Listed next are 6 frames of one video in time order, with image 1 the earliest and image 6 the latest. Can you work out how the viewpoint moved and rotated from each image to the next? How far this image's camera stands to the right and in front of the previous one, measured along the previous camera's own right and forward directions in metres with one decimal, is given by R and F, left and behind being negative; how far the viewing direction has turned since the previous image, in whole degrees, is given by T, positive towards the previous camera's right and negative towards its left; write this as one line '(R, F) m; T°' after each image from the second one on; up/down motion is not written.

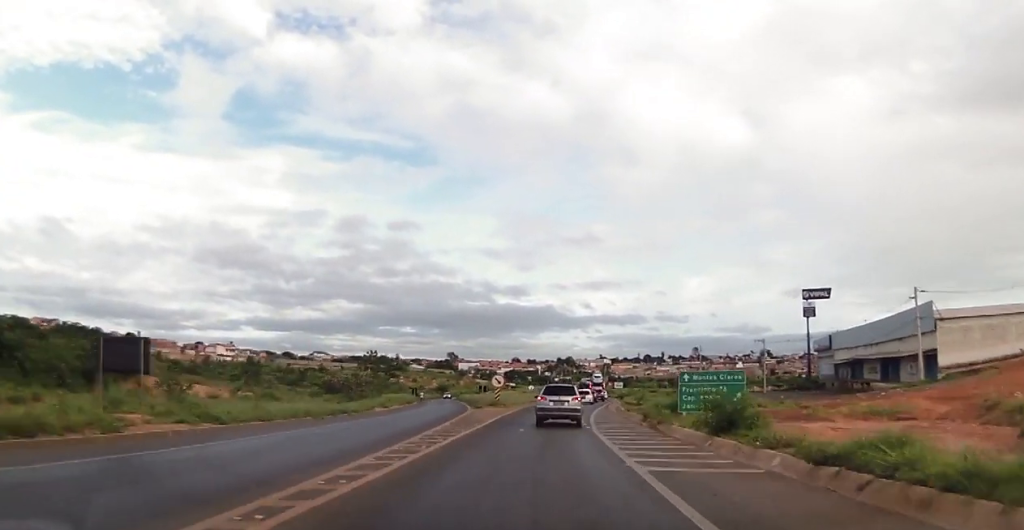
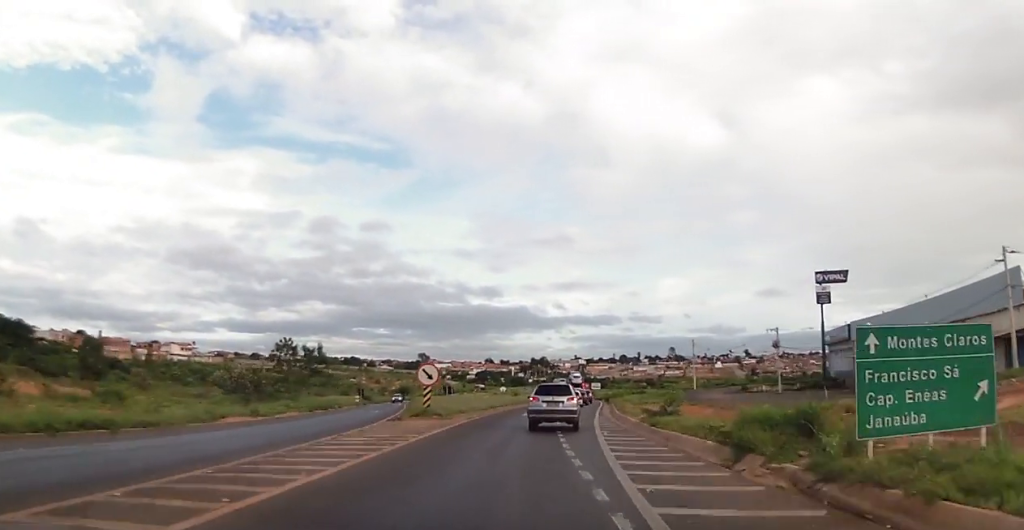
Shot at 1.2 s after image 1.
(+0.4, +19.8) m; +2°
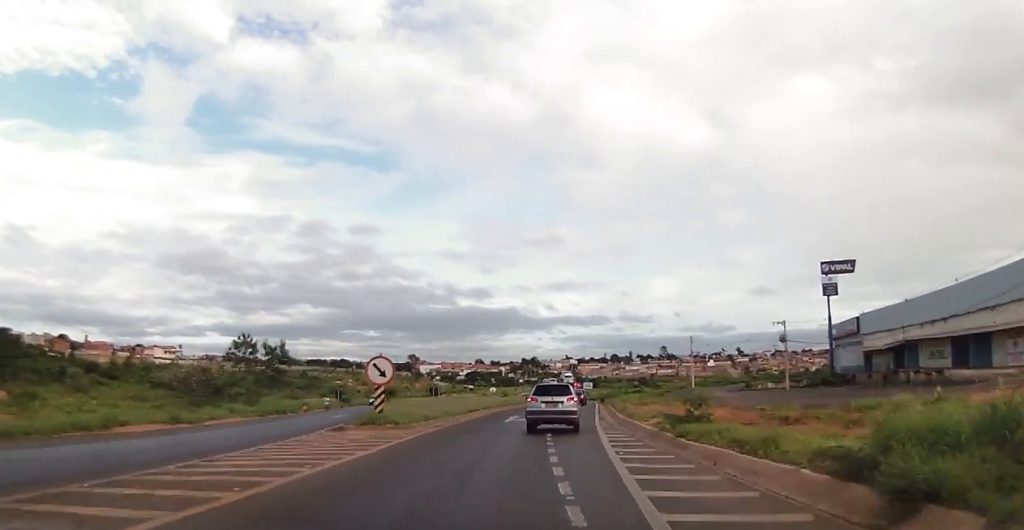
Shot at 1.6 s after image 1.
(0.0, +6.8) m; +1°
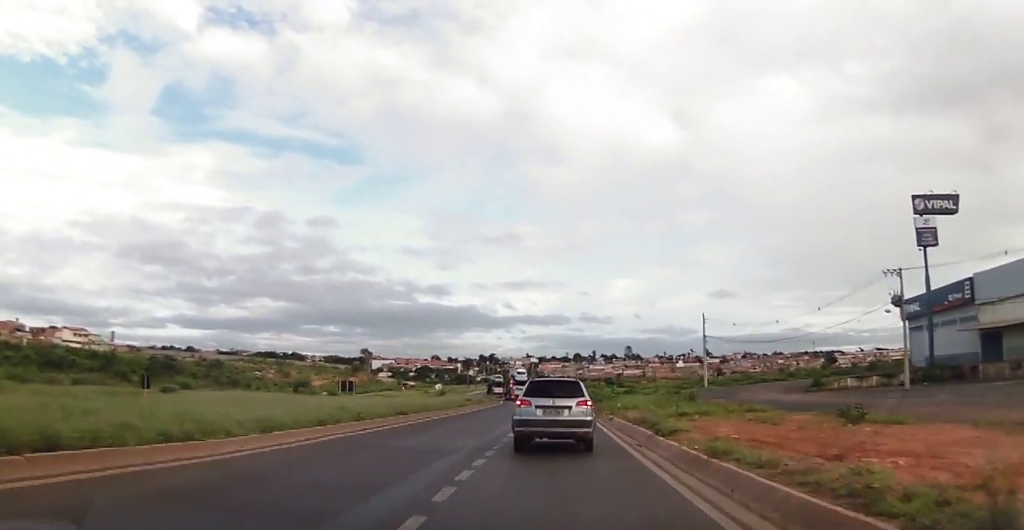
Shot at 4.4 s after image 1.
(+1.3, +40.7) m; +2°
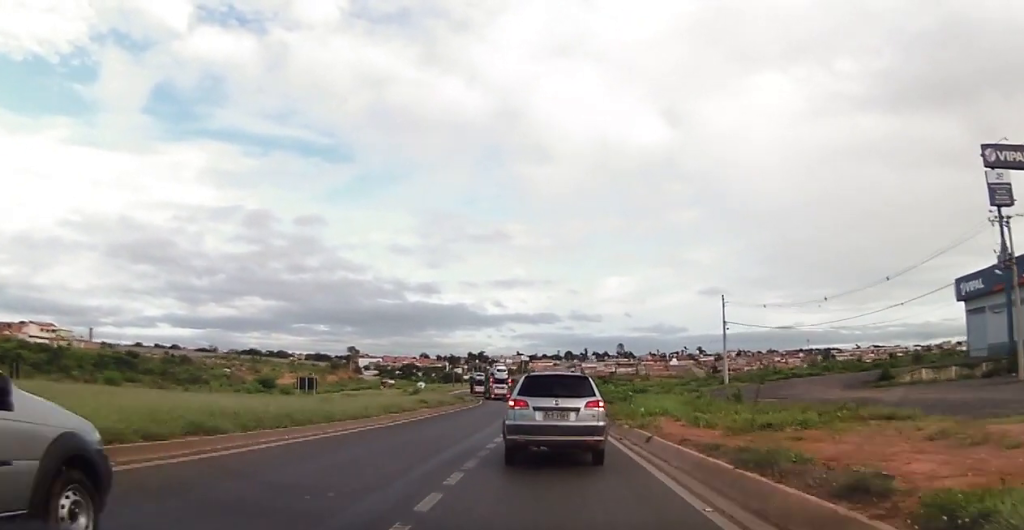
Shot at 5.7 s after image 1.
(+0.2, +16.1) m; +2°
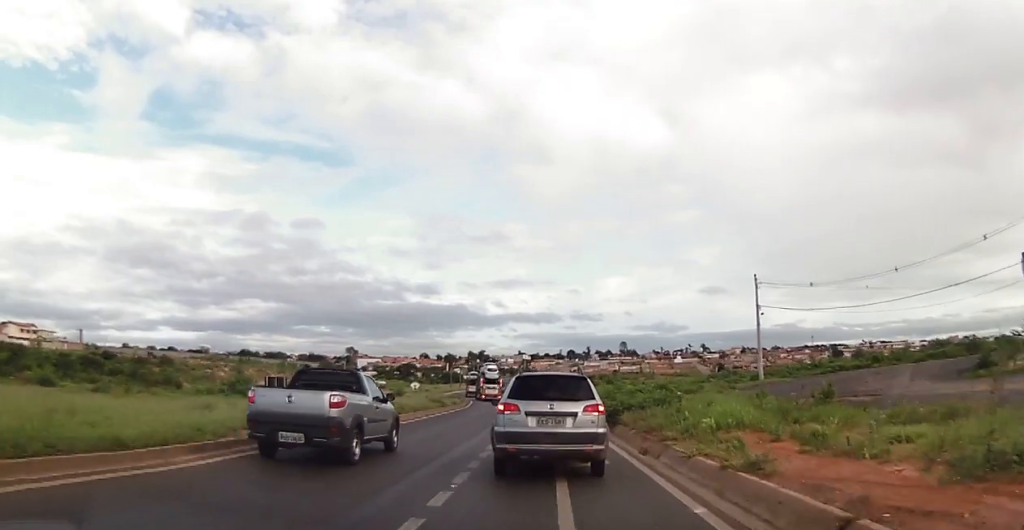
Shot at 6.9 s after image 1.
(+0.1, +12.9) m; -2°
